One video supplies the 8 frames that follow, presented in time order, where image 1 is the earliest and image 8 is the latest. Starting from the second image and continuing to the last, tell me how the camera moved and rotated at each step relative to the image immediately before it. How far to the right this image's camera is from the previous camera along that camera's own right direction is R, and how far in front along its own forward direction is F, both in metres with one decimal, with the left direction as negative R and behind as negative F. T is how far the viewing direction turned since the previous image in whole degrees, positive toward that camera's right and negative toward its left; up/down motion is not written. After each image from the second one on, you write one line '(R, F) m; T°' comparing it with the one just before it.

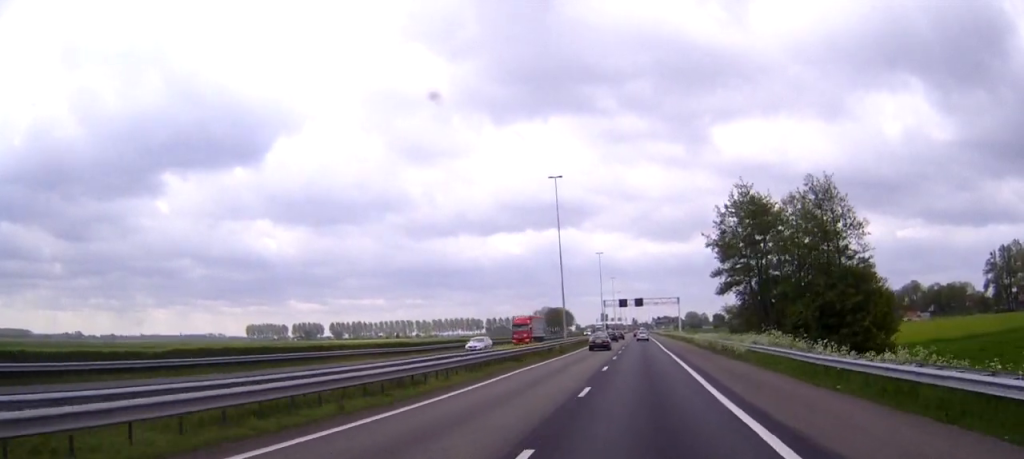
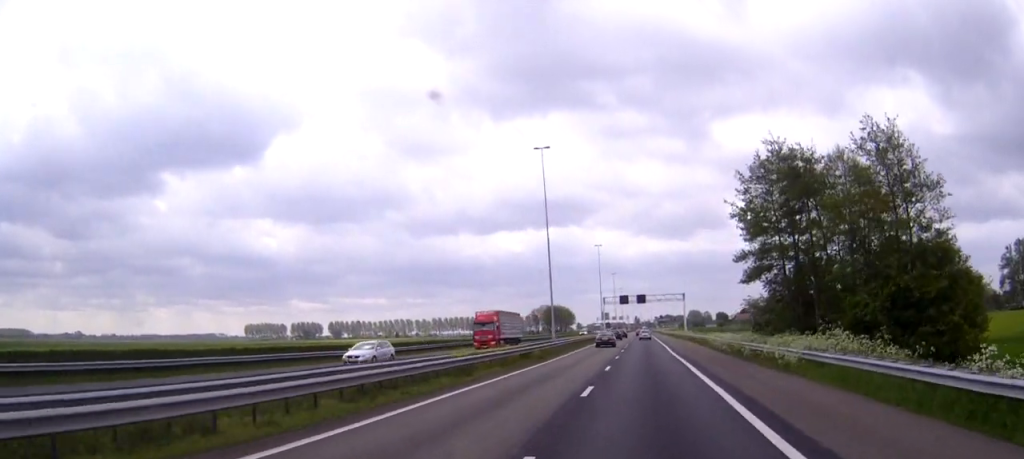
(0.0, +12.4) m; 0°
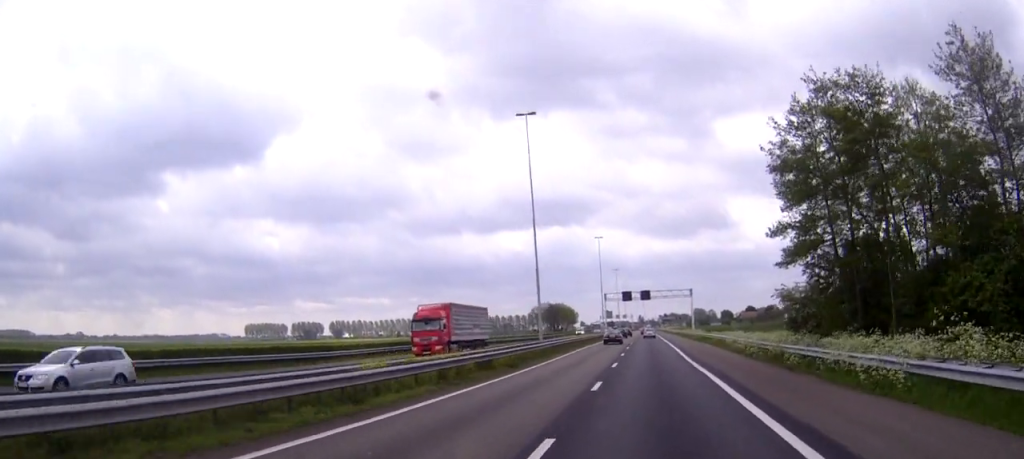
(0.0, +10.8) m; 0°
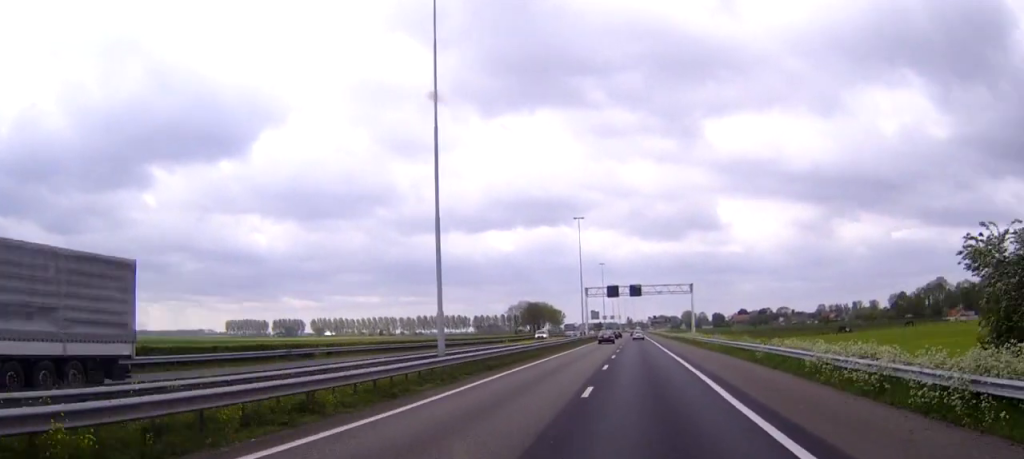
(0.0, +25.6) m; 0°
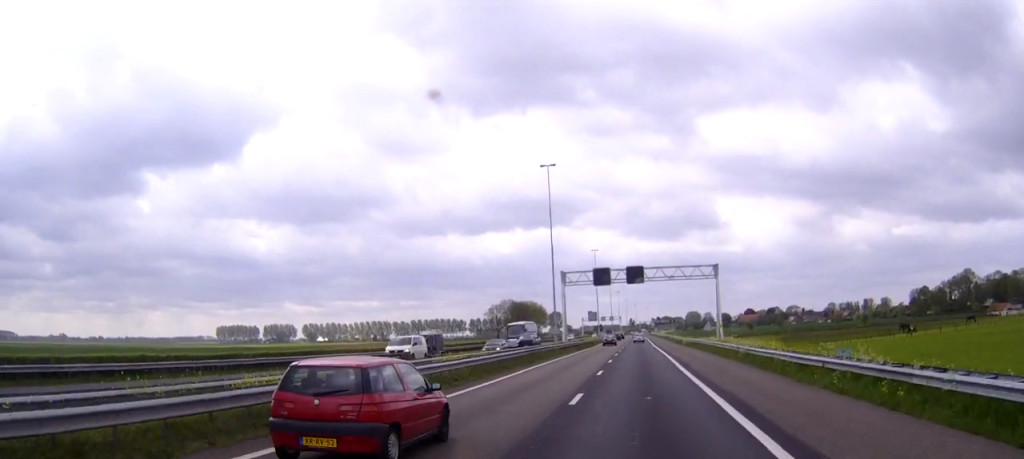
(+0.2, +36.6) m; 0°
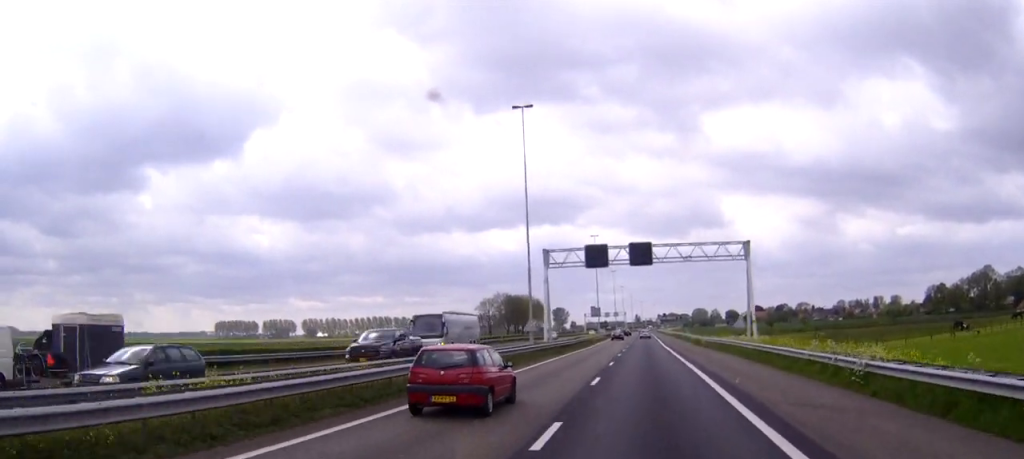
(0.0, +19.4) m; 0°
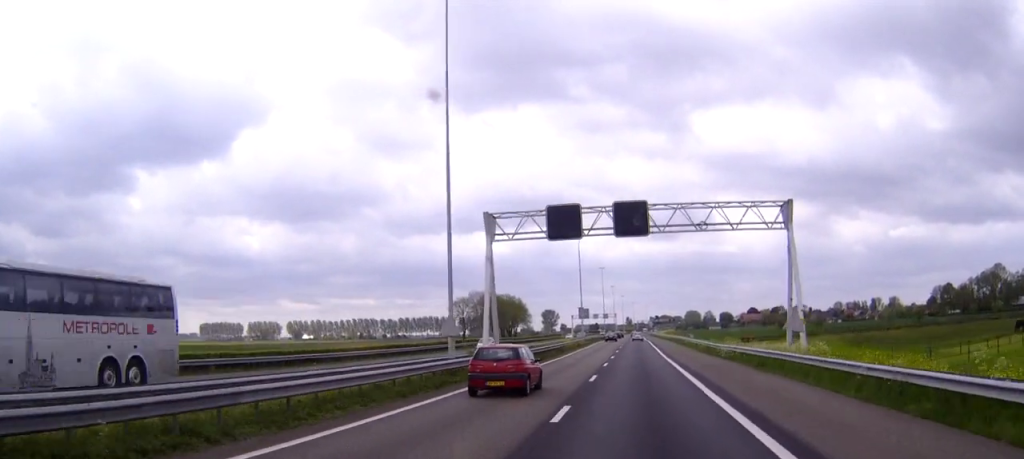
(0.0, +20.1) m; 0°
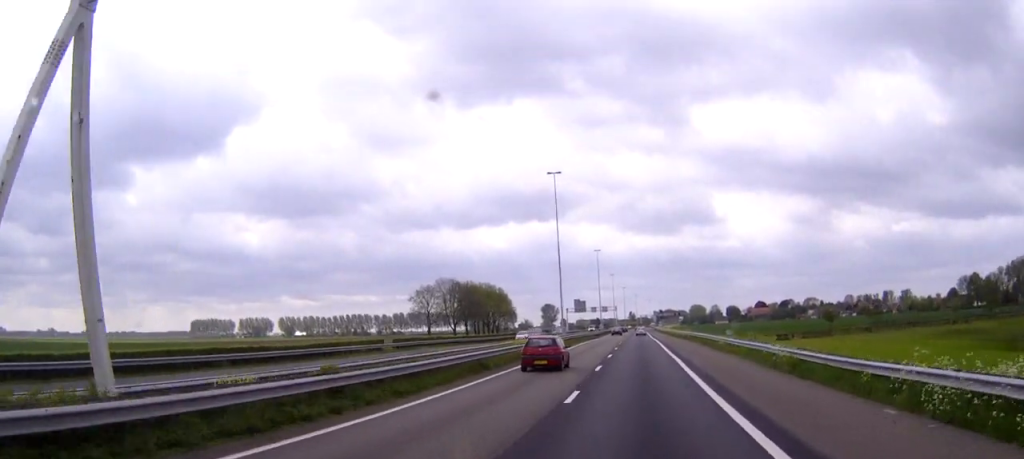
(+0.1, +32.5) m; 0°
